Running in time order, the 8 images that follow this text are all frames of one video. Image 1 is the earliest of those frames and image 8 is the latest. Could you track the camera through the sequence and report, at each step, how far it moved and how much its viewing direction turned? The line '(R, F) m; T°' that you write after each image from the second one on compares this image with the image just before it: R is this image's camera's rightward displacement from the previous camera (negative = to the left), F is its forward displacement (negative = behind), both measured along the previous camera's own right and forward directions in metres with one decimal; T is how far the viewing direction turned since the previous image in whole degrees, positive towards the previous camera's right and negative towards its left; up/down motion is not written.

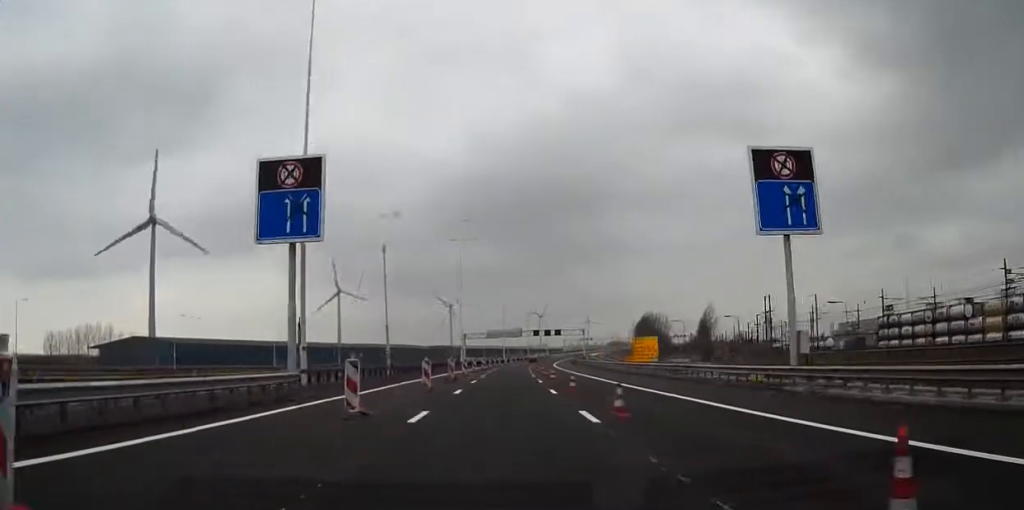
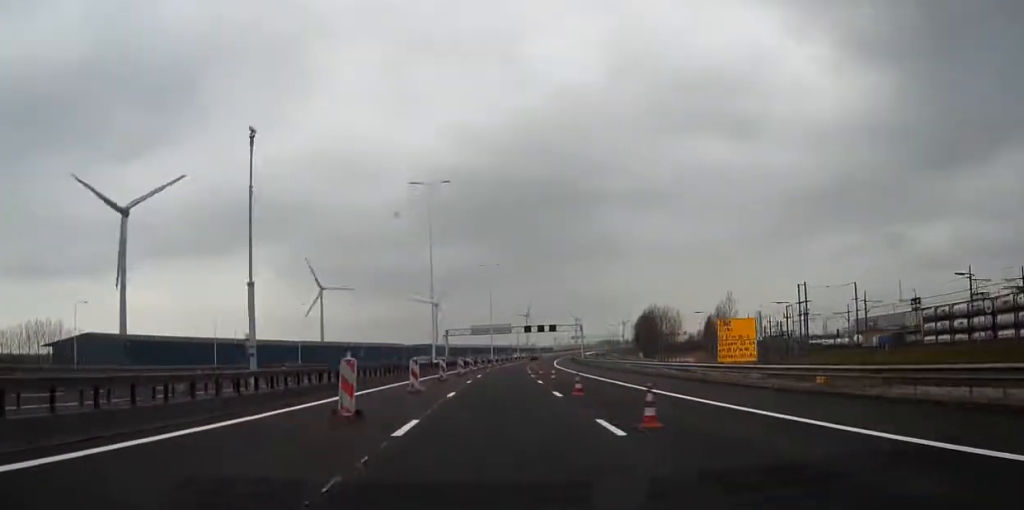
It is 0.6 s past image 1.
(+0.3, +25.8) m; +1°
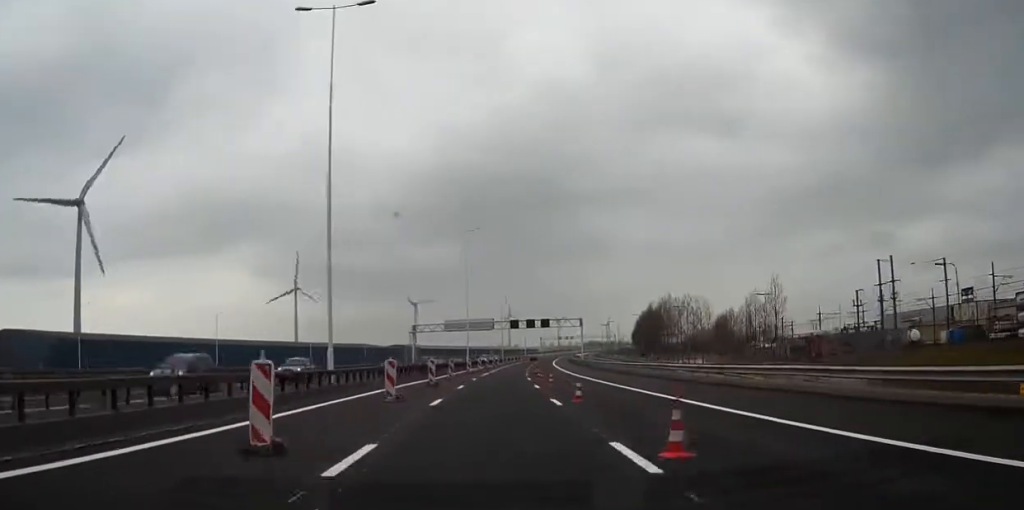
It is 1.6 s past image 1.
(+0.4, +39.5) m; +1°
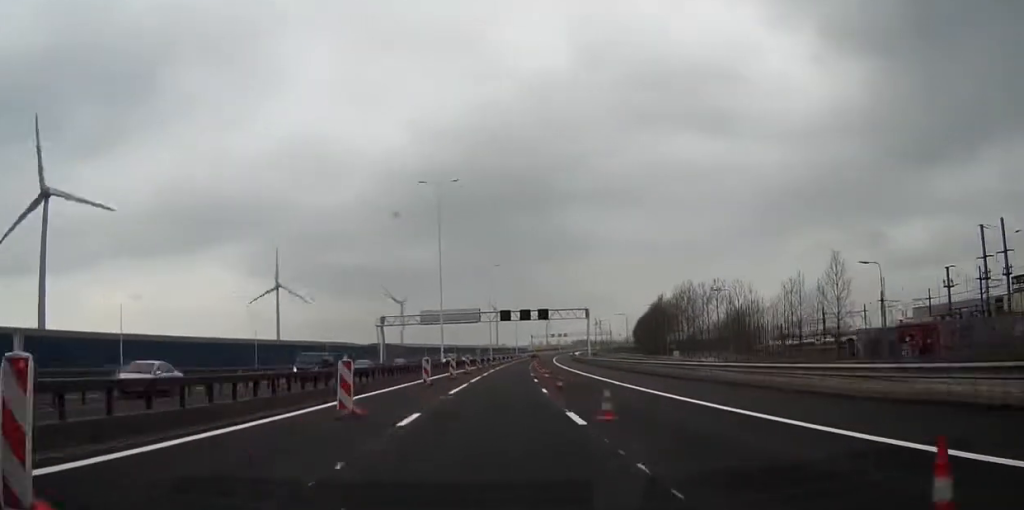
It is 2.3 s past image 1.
(+0.3, +30.0) m; +1°
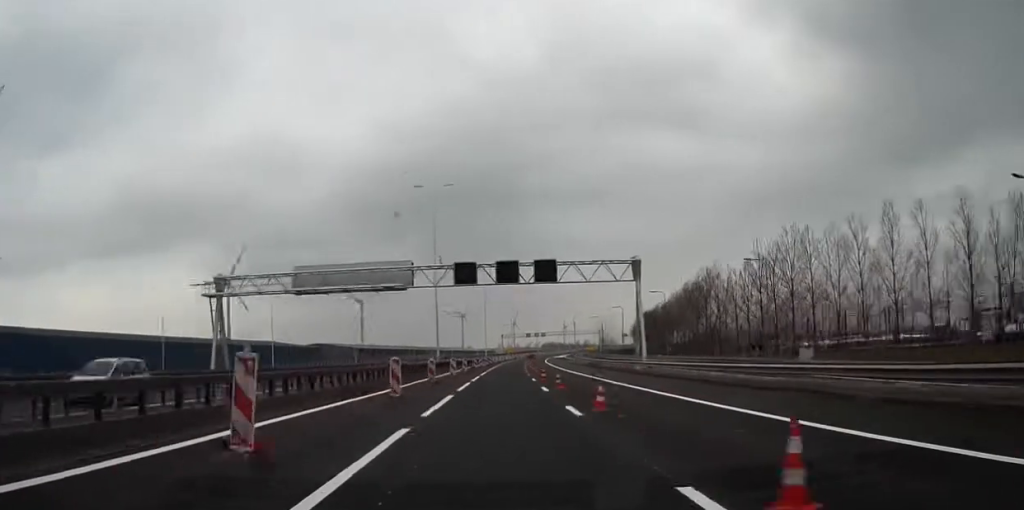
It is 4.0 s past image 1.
(+0.8, +69.7) m; +1°
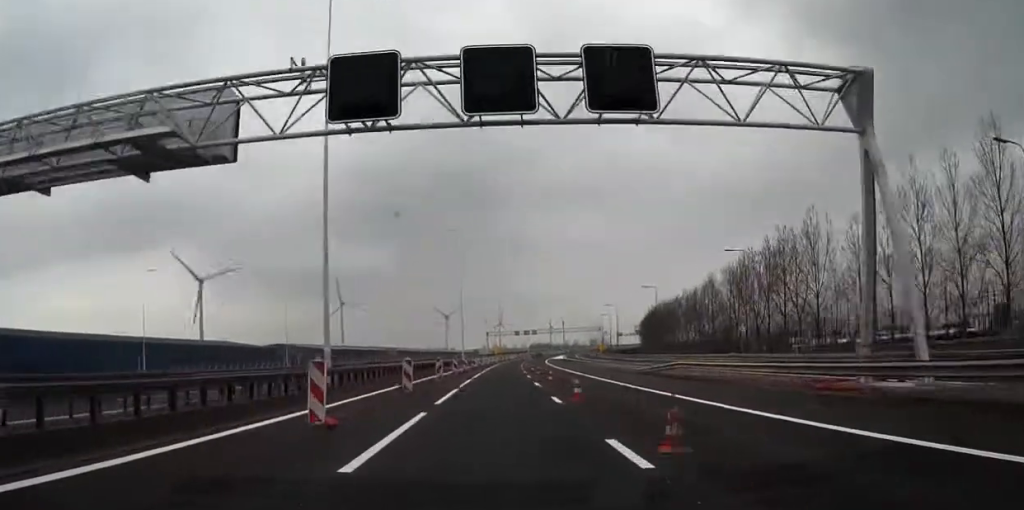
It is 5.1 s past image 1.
(0.0, +43.8) m; 0°
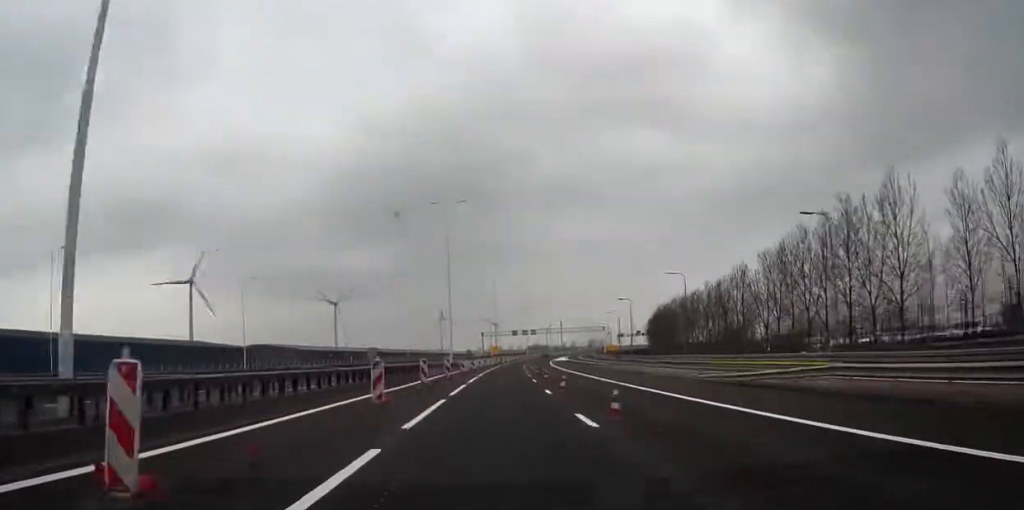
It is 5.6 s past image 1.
(0.0, +19.1) m; +1°
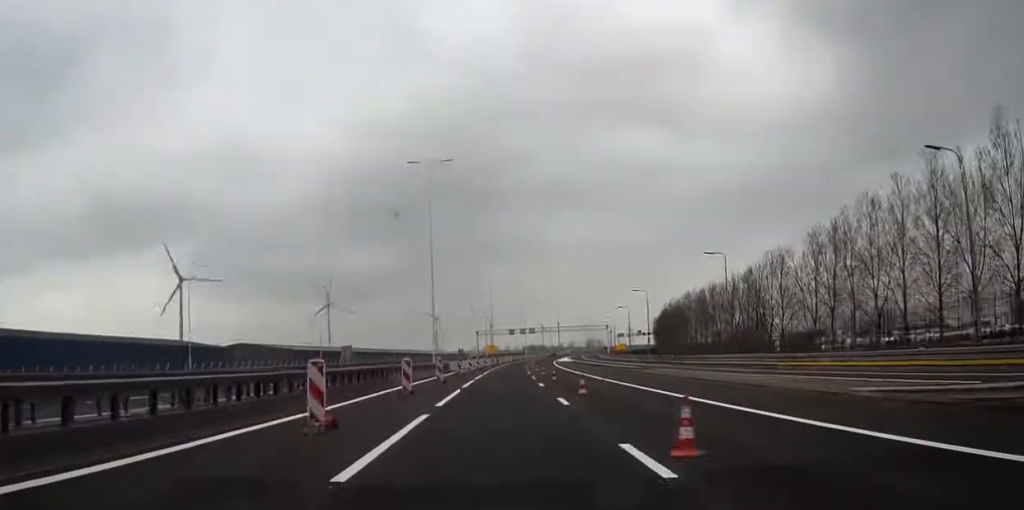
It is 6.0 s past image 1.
(-0.3, +17.8) m; +1°
